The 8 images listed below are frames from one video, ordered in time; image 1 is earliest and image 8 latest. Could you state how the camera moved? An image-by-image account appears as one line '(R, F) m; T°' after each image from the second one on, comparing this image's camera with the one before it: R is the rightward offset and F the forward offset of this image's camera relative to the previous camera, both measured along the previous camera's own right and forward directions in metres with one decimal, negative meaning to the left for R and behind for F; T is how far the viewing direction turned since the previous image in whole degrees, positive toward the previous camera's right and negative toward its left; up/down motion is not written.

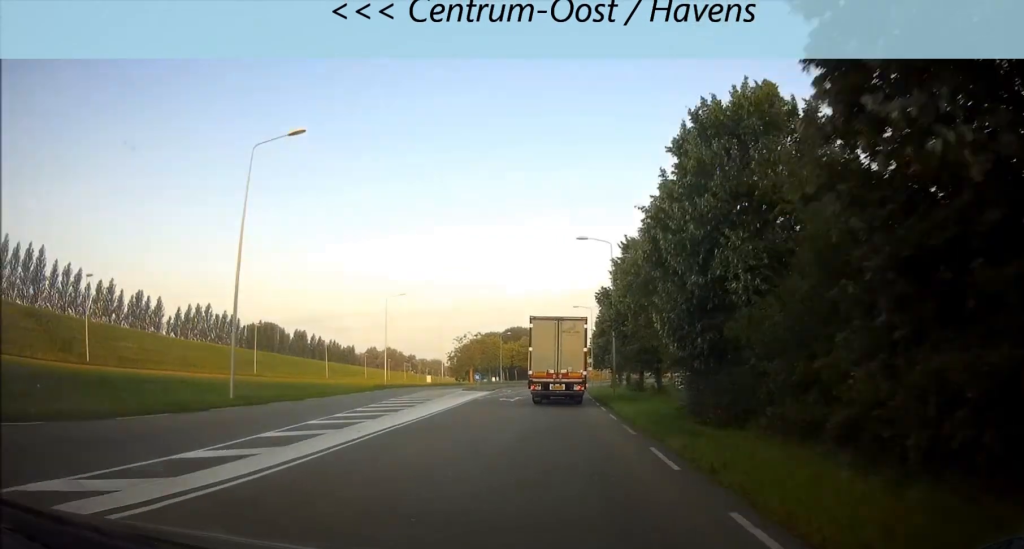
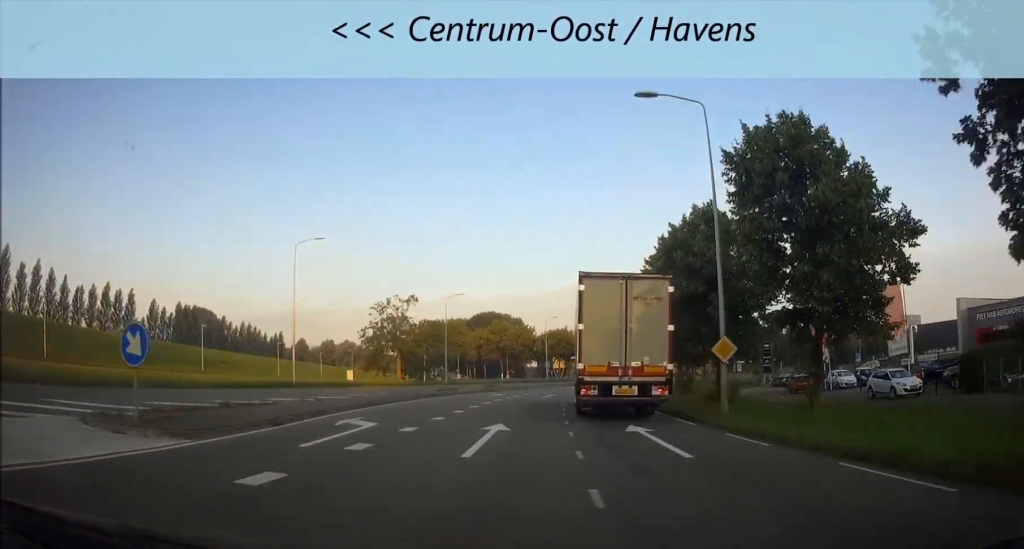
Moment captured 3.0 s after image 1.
(+1.3, +57.3) m; +5°
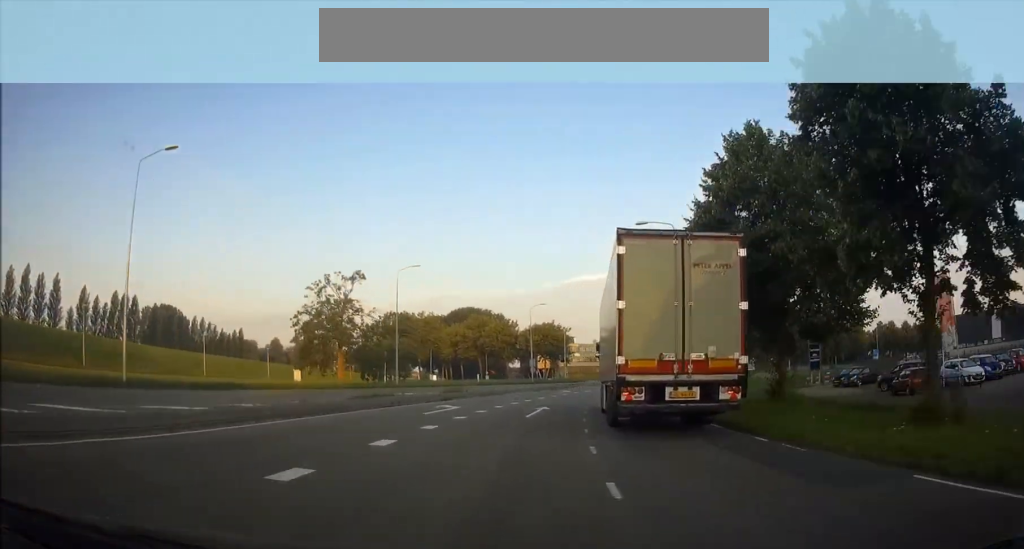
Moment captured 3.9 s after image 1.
(+0.6, +18.6) m; +4°
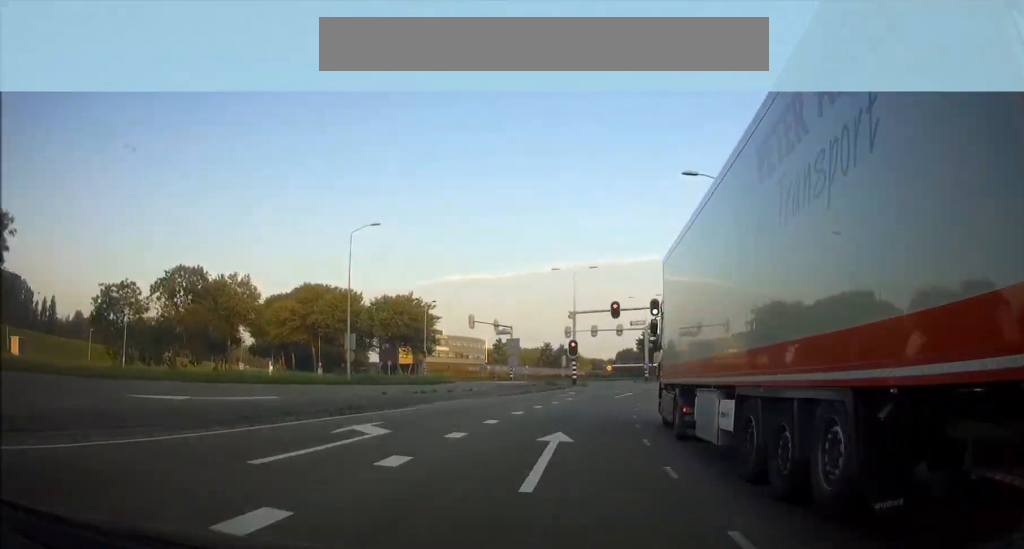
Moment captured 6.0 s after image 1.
(+3.5, +41.7) m; +12°
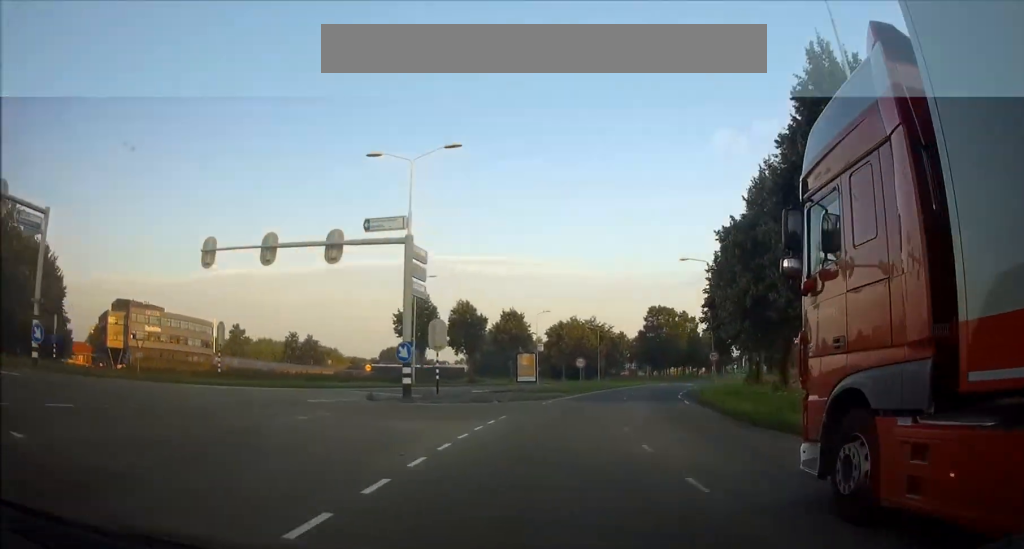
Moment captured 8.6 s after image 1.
(+8.2, +52.6) m; +18°
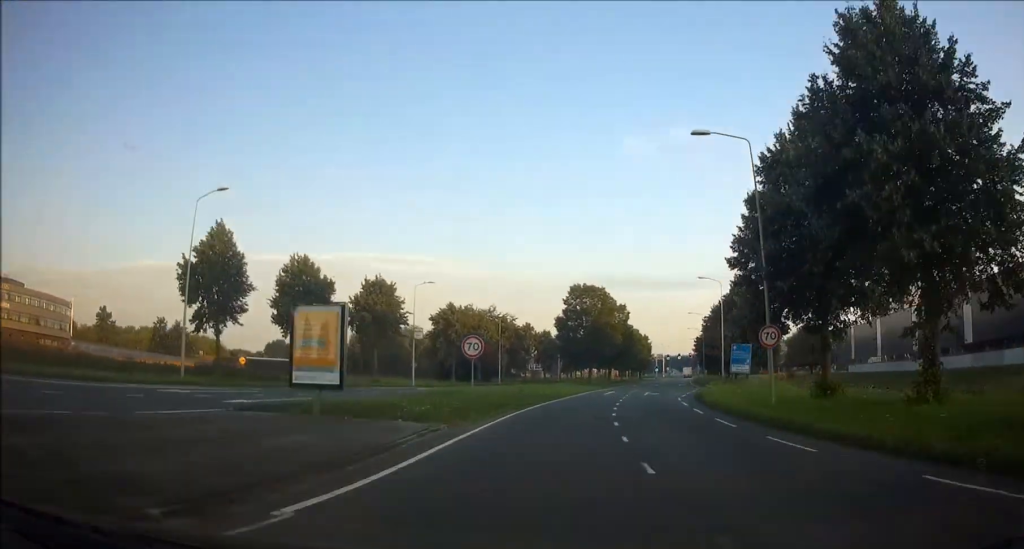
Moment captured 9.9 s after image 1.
(+2.1, +27.5) m; +8°
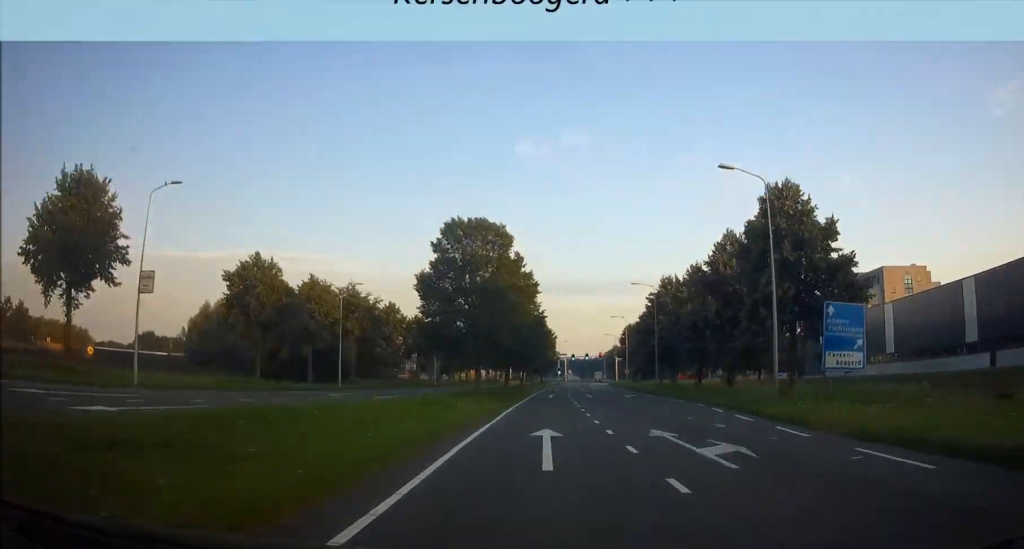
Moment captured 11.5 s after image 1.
(+2.5, +33.3) m; +8°
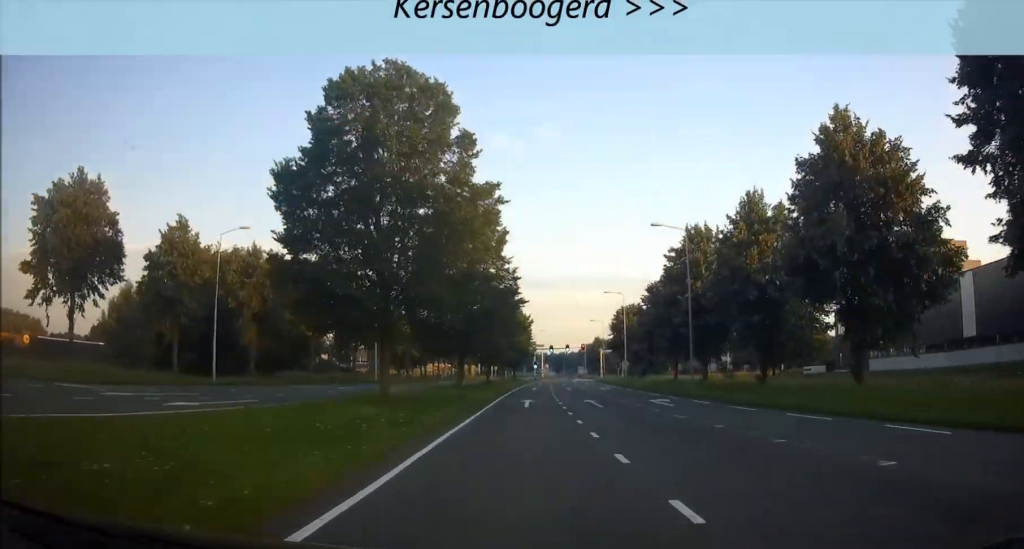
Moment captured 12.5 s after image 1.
(+1.2, +21.0) m; +3°
